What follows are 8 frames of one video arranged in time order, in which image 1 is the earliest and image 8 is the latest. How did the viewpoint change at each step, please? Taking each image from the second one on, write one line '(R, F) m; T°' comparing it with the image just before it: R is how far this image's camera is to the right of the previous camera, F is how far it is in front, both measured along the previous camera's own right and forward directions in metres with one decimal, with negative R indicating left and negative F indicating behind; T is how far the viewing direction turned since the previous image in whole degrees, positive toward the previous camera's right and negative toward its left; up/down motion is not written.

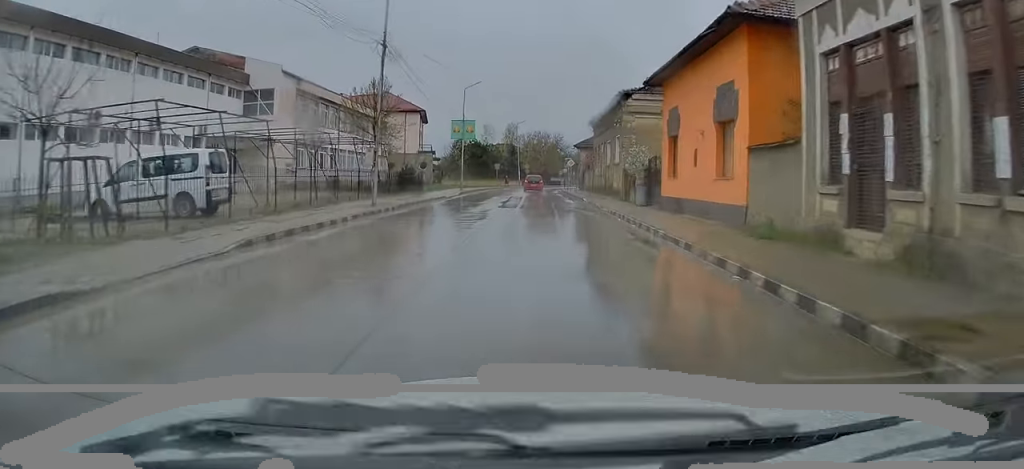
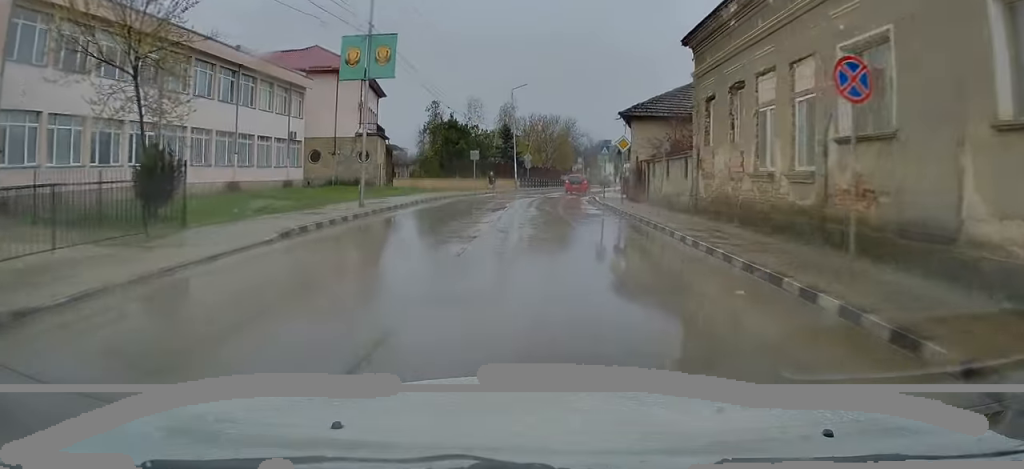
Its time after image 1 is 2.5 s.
(-0.1, +32.1) m; 0°
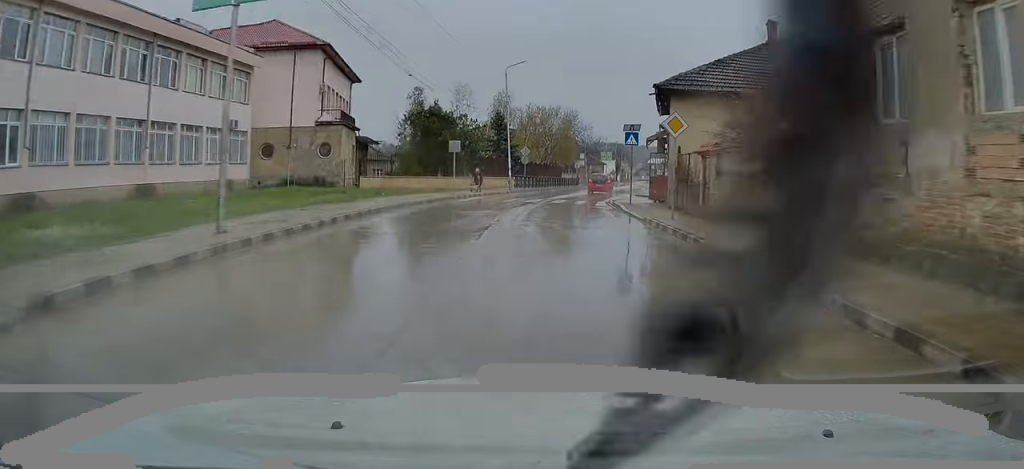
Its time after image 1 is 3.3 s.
(0.0, +9.9) m; 0°
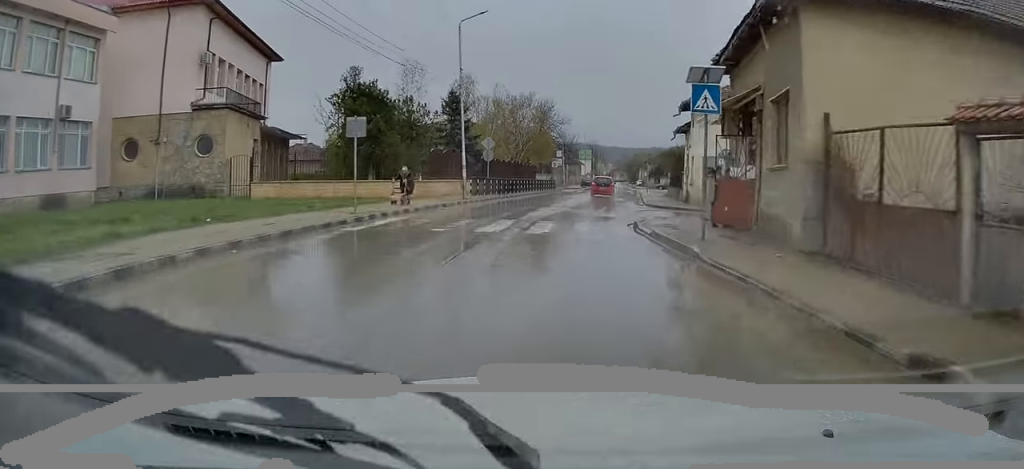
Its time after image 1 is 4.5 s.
(+0.1, +14.0) m; +2°
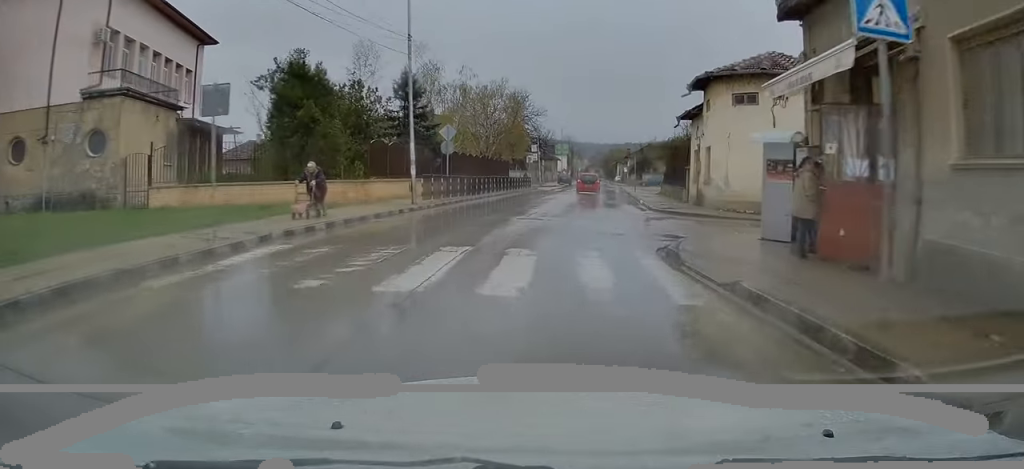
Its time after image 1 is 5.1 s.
(+0.2, +7.1) m; +3°
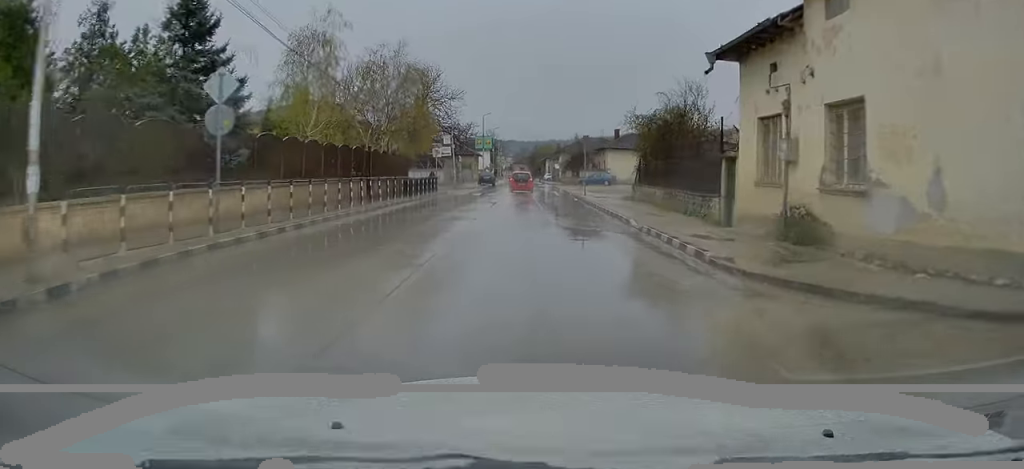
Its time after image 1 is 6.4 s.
(+1.0, +15.8) m; +6°
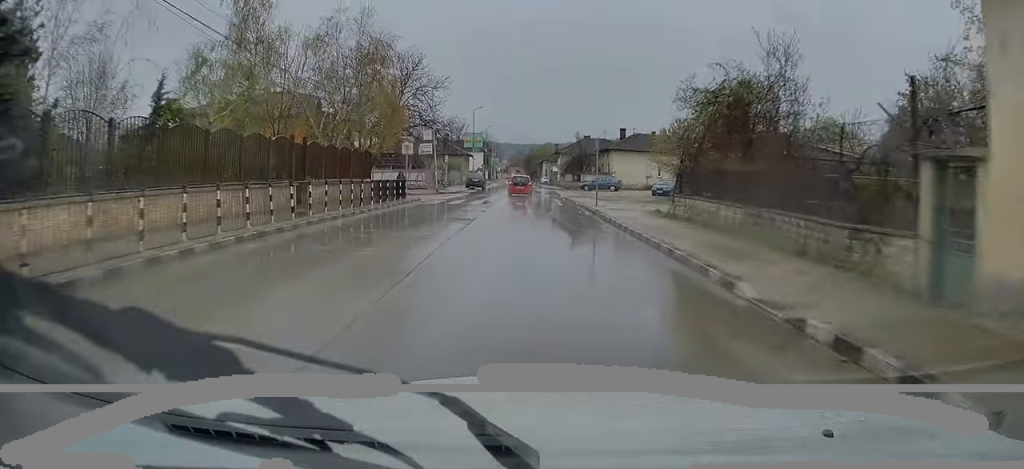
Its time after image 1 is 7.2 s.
(+0.1, +8.8) m; 0°
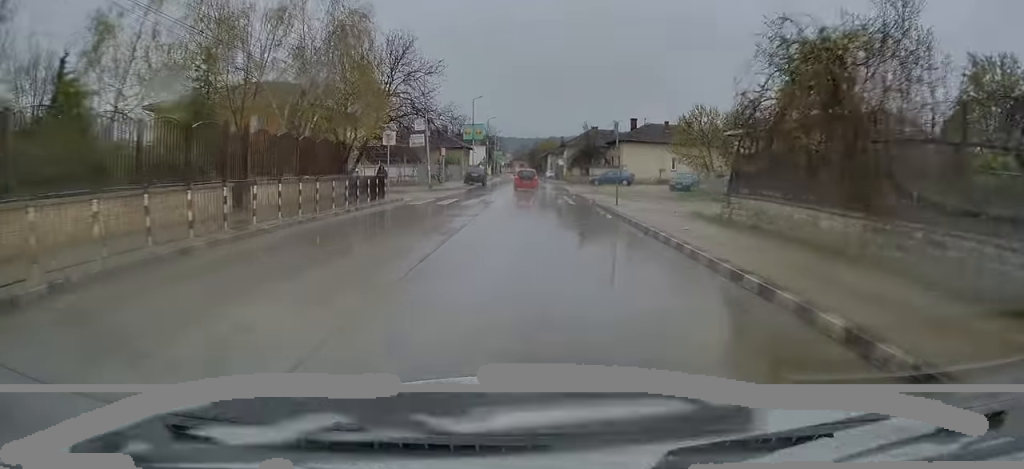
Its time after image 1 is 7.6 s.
(0.0, +5.3) m; 0°
